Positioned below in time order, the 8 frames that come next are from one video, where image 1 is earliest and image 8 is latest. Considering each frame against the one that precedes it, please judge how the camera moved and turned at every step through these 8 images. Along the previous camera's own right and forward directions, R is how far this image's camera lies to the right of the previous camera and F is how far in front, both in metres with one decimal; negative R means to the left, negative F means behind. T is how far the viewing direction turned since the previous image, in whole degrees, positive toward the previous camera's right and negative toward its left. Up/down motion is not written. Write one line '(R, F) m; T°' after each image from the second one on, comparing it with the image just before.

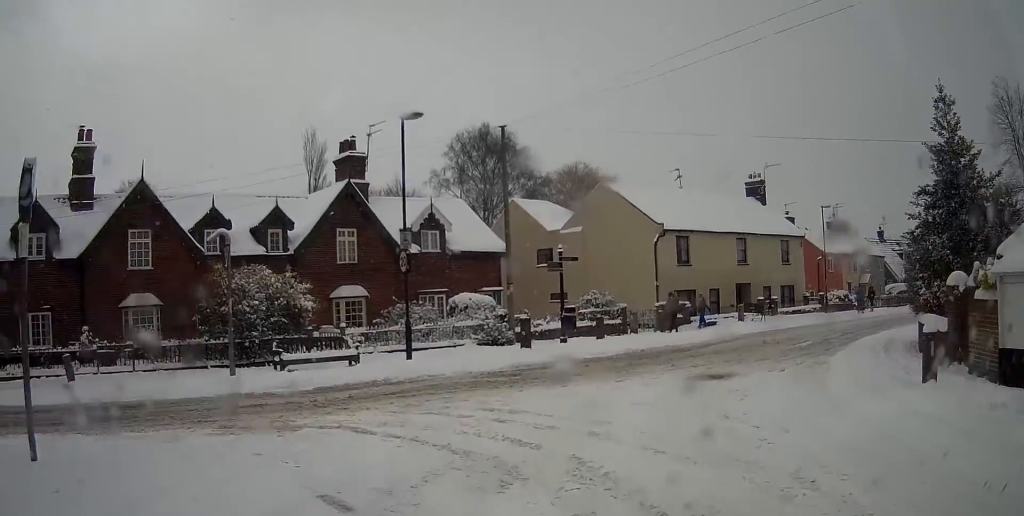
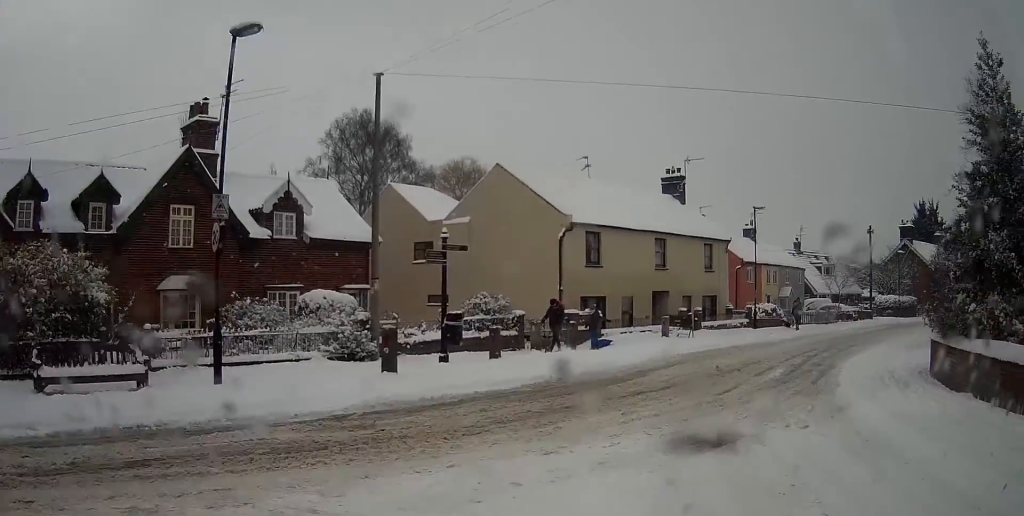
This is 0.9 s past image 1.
(+0.4, +6.3) m; +8°
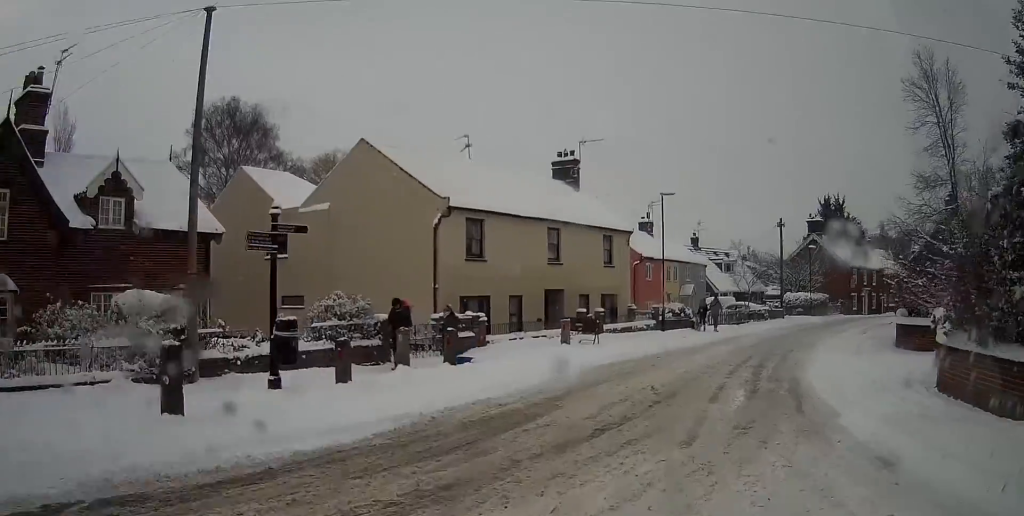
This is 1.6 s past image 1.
(+0.3, +5.3) m; +9°
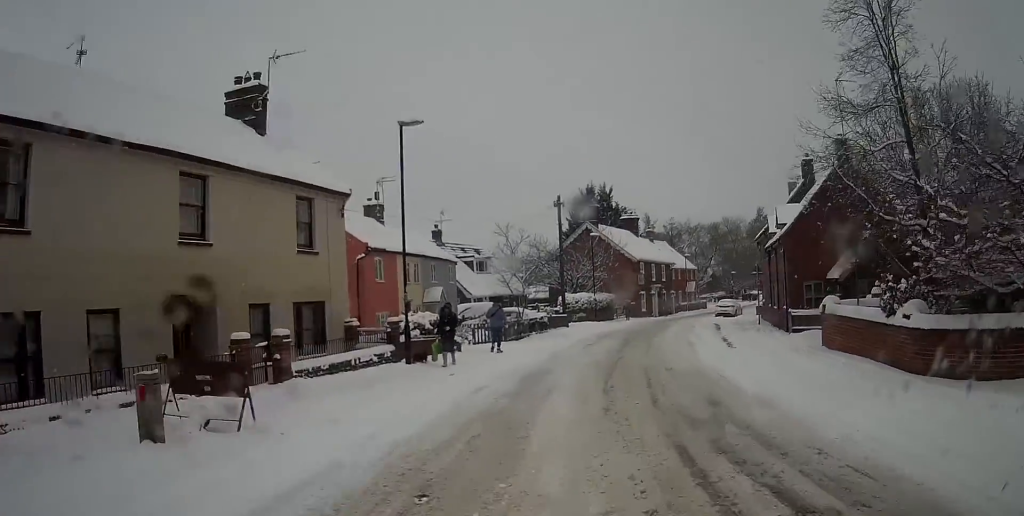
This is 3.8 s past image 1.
(+3.4, +14.2) m; +23°
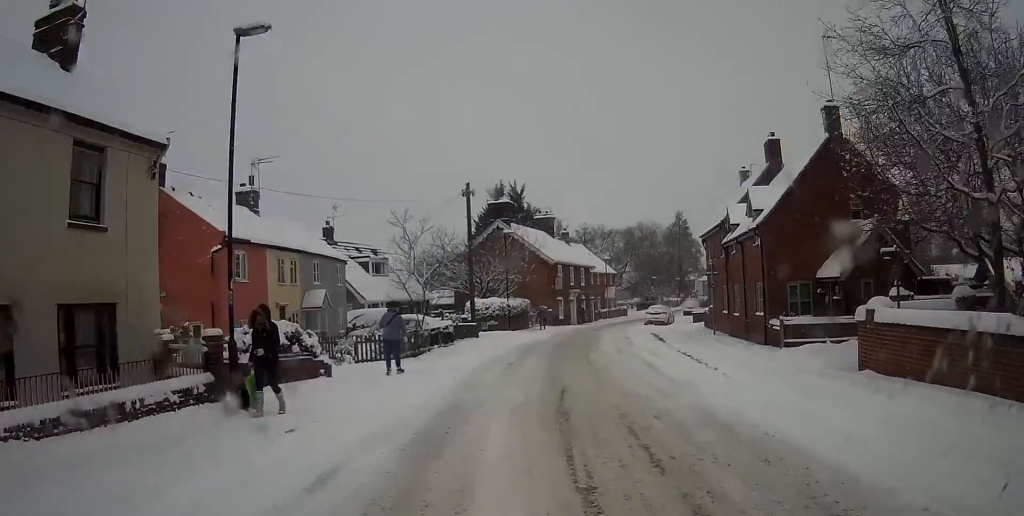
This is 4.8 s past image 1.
(+0.3, +7.3) m; +5°
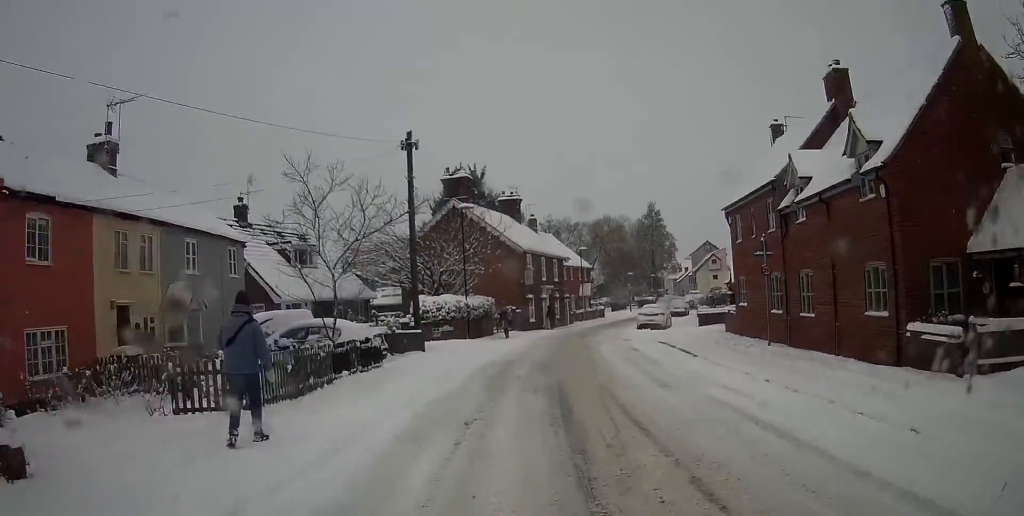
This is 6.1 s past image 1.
(+0.4, +10.4) m; +4°
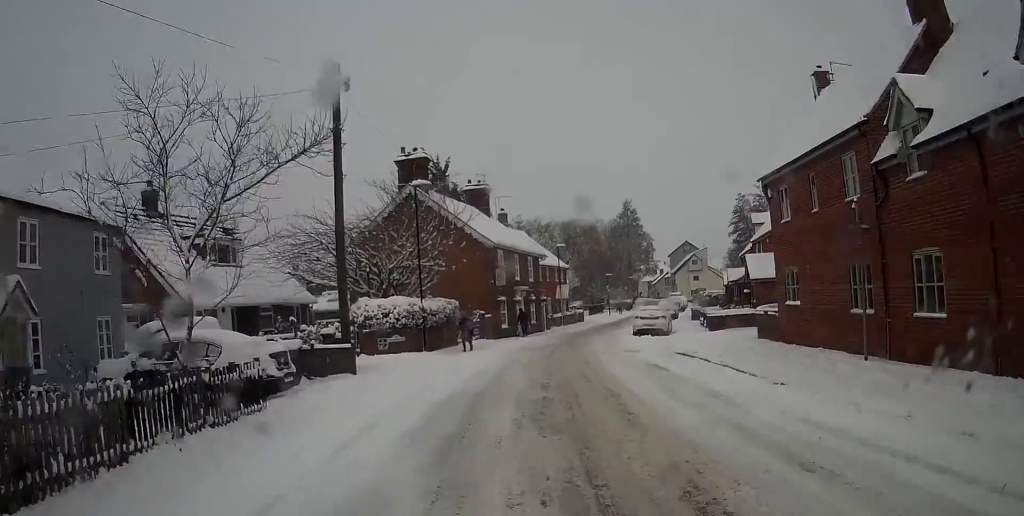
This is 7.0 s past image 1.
(+0.2, +7.9) m; +3°
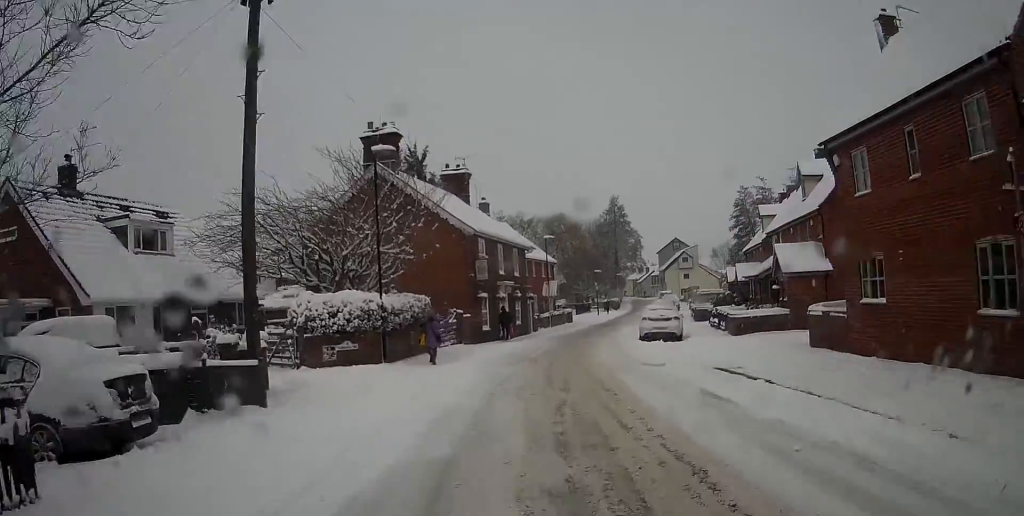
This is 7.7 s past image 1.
(+0.1, +5.7) m; +2°
